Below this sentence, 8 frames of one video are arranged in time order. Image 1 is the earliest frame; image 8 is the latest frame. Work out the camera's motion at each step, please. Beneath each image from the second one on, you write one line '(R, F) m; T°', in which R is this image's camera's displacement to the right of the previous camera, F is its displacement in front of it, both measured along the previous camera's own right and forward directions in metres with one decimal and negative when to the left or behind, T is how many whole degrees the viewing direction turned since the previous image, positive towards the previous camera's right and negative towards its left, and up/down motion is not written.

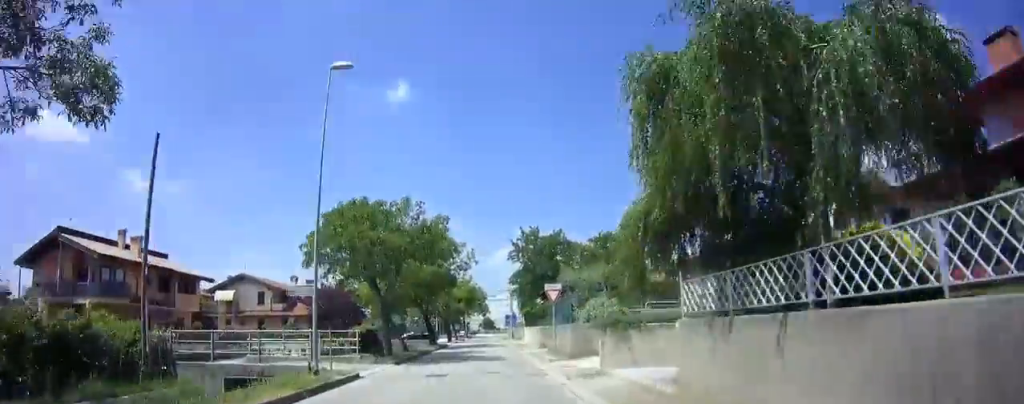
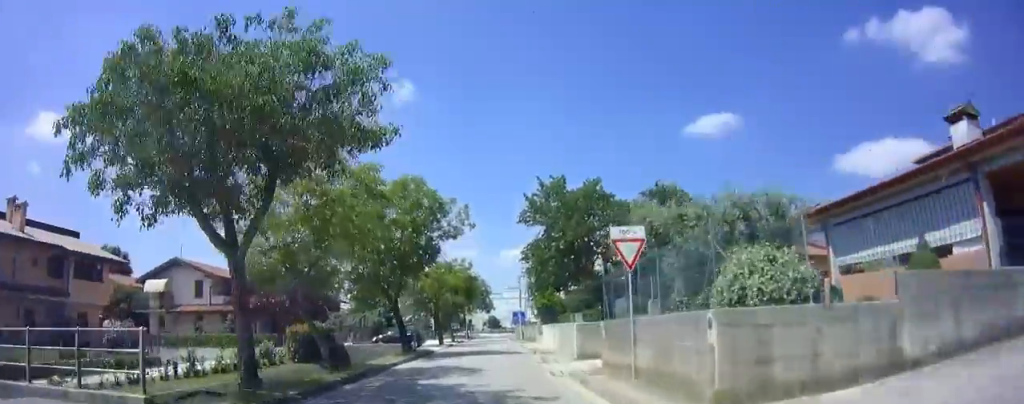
(+0.2, +14.1) m; 0°
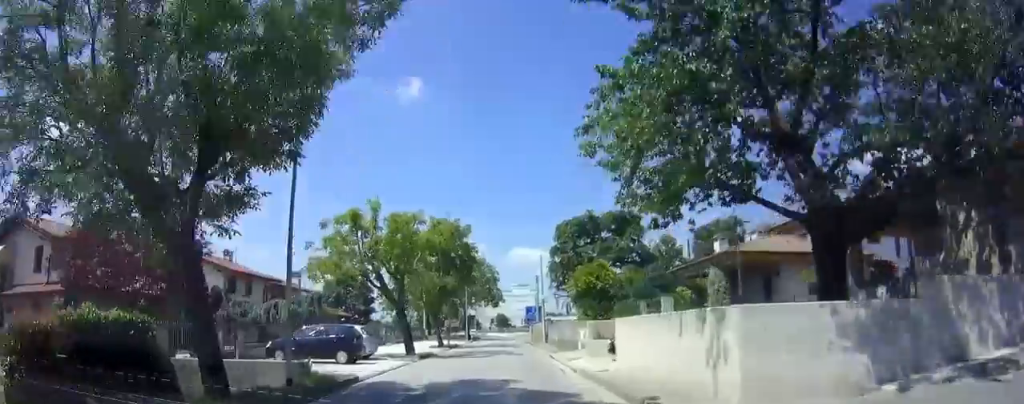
(-0.6, +19.9) m; -2°
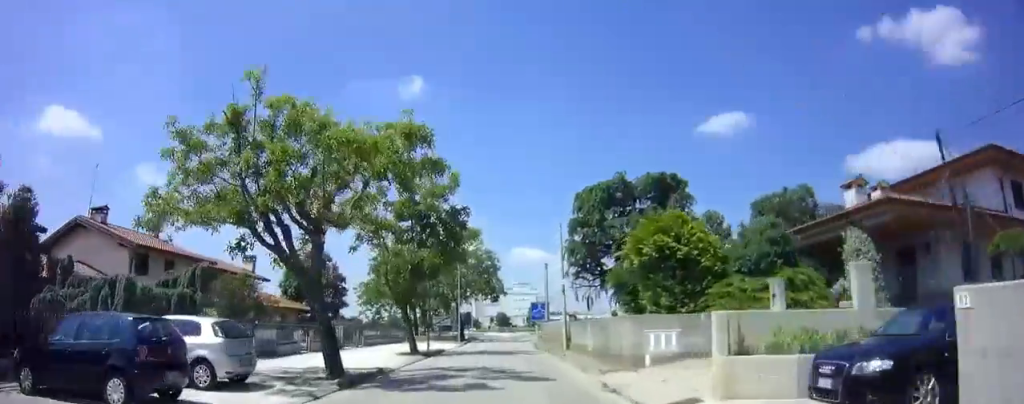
(0.0, +12.0) m; +1°
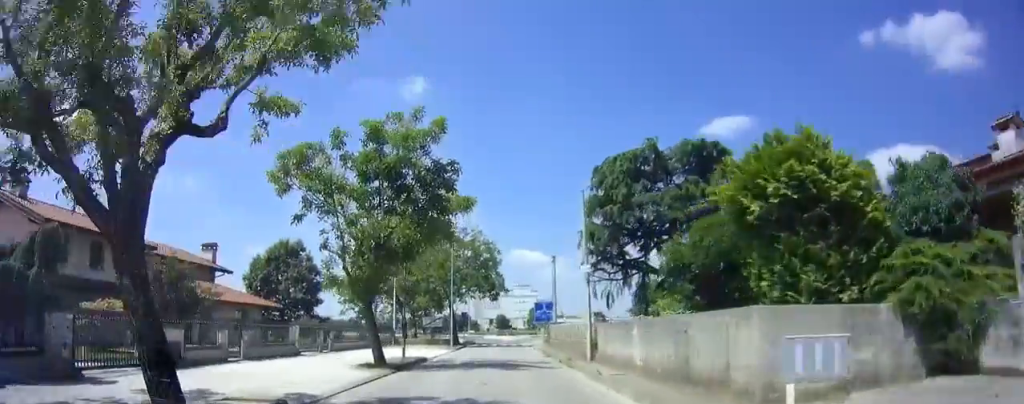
(0.0, +7.4) m; 0°
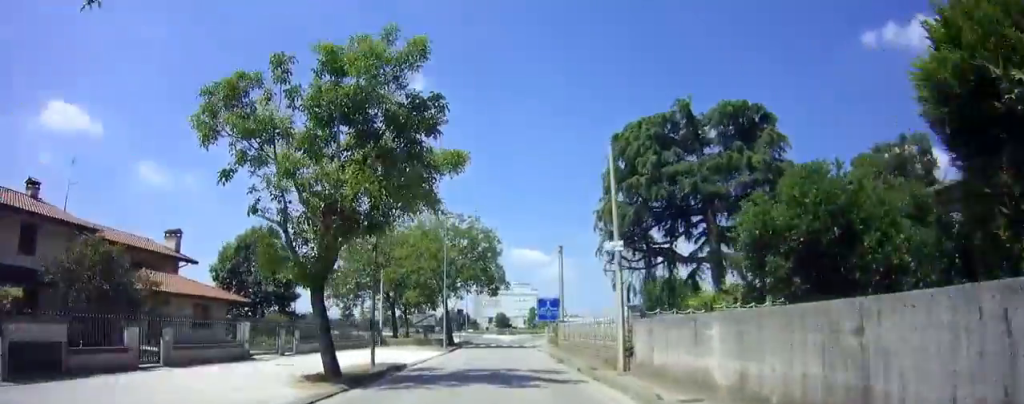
(0.0, +5.8) m; 0°
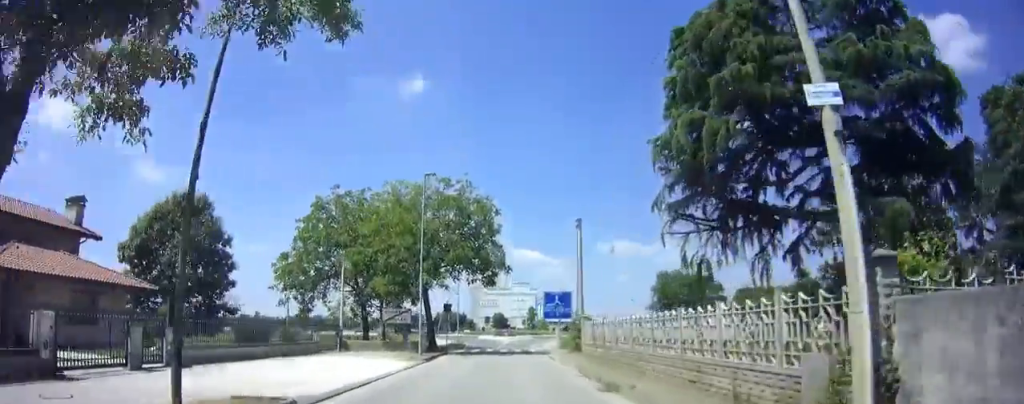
(0.0, +9.9) m; 0°
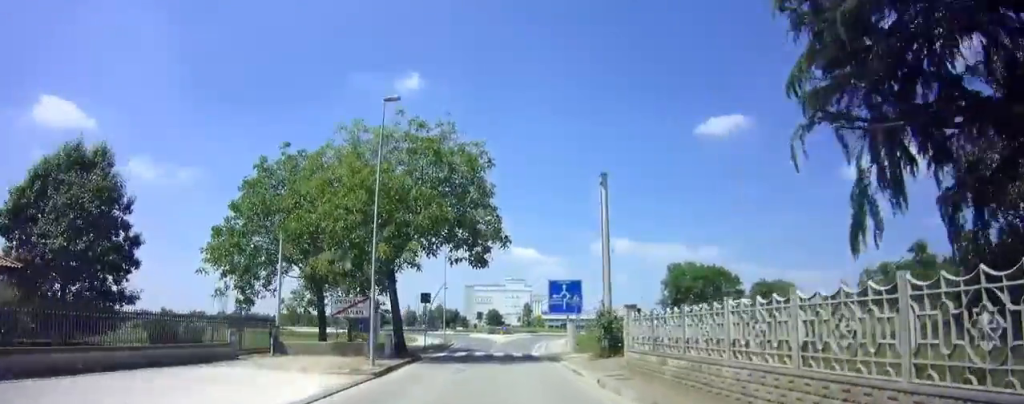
(0.0, +9.6) m; +1°
